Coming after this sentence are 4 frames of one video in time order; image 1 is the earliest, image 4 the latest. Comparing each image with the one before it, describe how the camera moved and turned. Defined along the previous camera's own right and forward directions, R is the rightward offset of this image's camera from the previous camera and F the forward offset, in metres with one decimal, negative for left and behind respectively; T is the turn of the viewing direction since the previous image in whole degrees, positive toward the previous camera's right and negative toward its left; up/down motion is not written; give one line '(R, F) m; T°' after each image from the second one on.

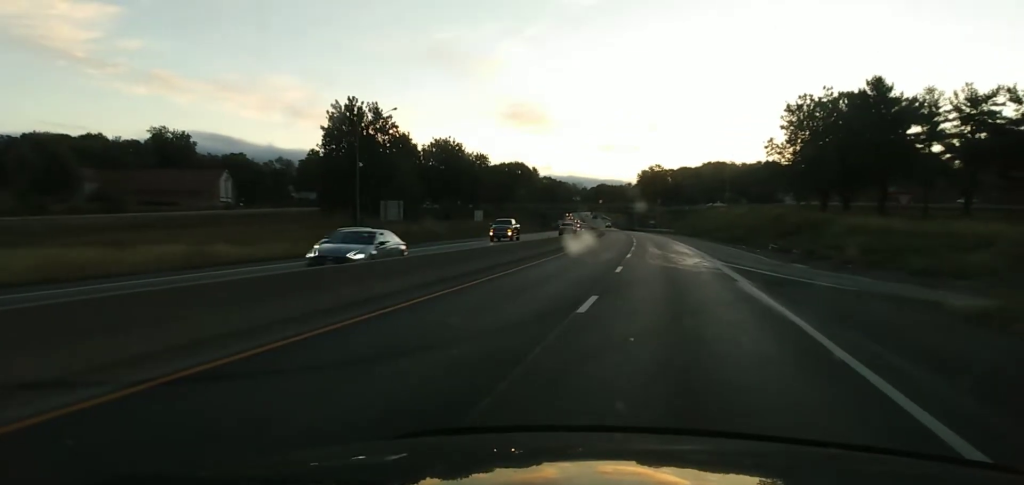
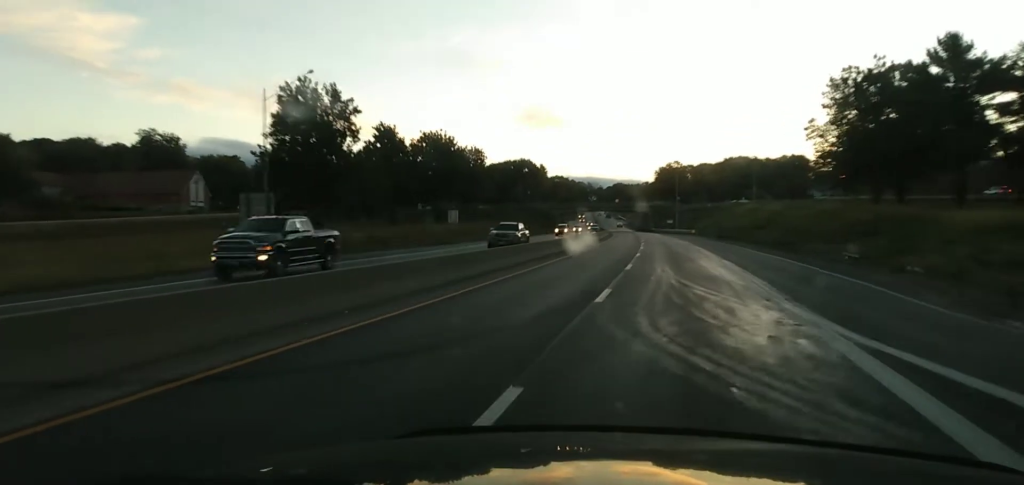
(-0.3, +23.4) m; -1°
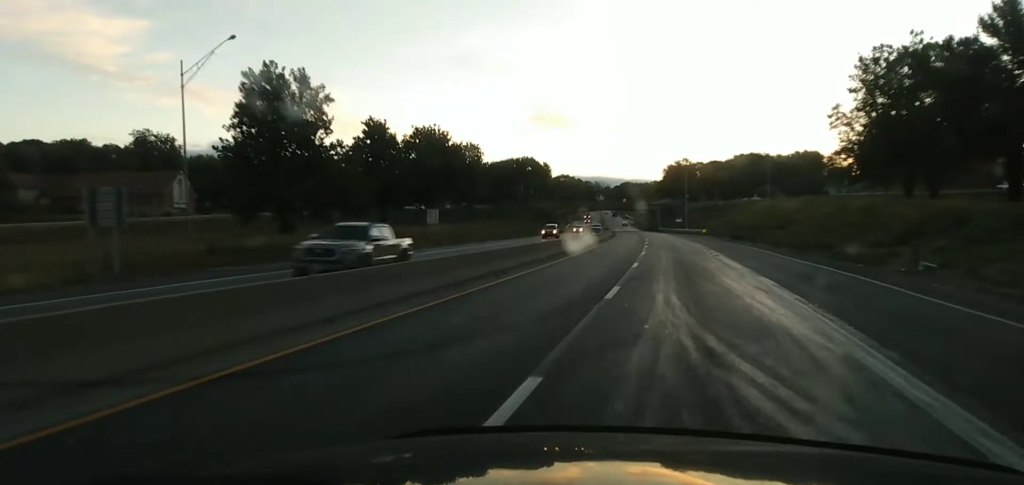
(0.0, +11.1) m; 0°
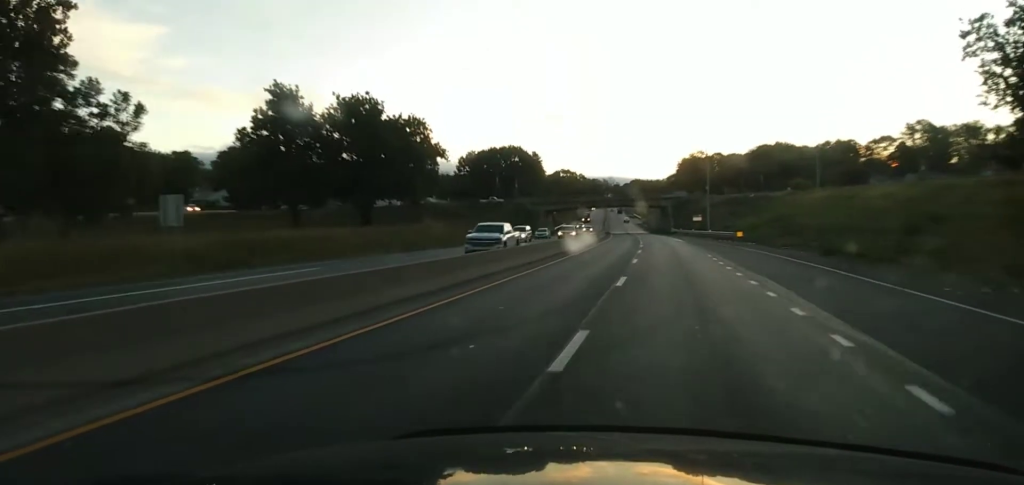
(-0.4, +44.5) m; -1°
